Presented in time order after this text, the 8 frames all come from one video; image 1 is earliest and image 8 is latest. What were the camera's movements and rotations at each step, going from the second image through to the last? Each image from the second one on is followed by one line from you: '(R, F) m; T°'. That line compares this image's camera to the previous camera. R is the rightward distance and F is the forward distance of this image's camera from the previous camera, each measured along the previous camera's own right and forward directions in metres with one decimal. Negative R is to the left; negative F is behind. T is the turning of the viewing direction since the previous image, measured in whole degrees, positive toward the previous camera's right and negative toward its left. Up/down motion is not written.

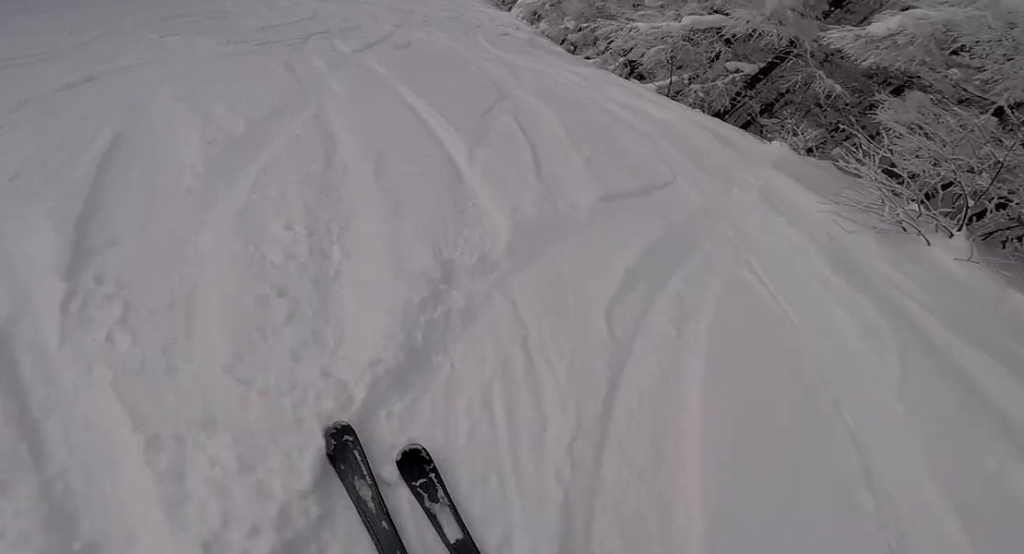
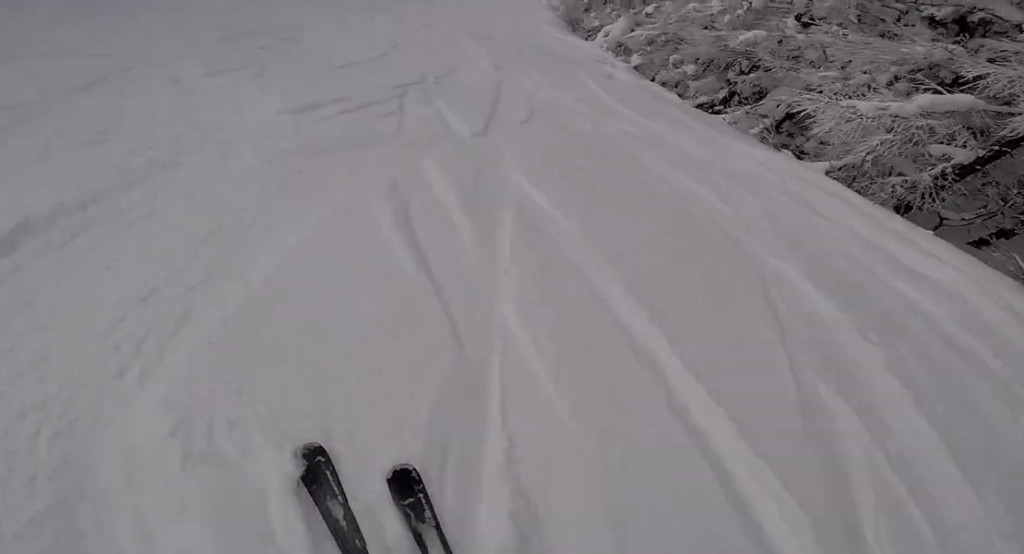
(-0.5, +3.5) m; -8°
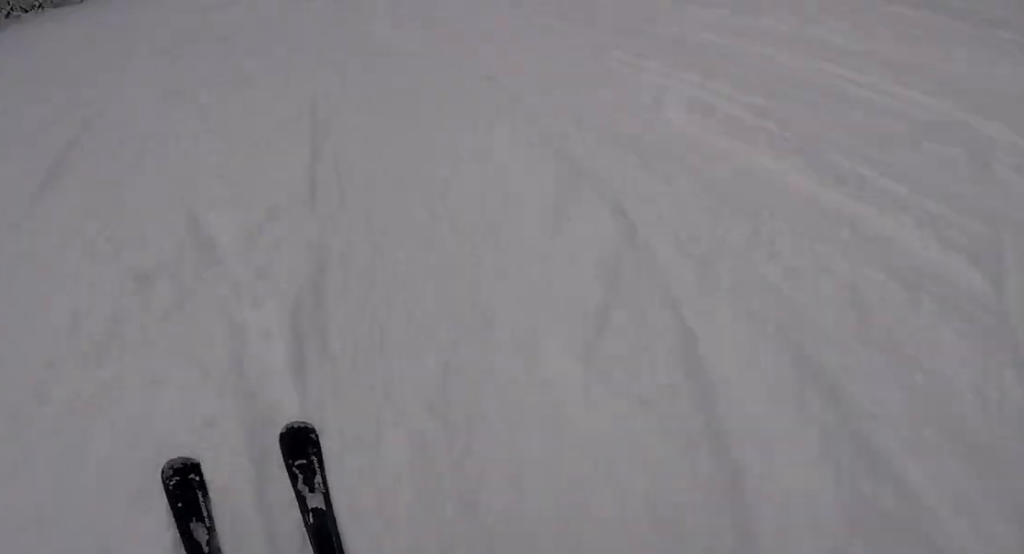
(-3.4, +15.0) m; -9°
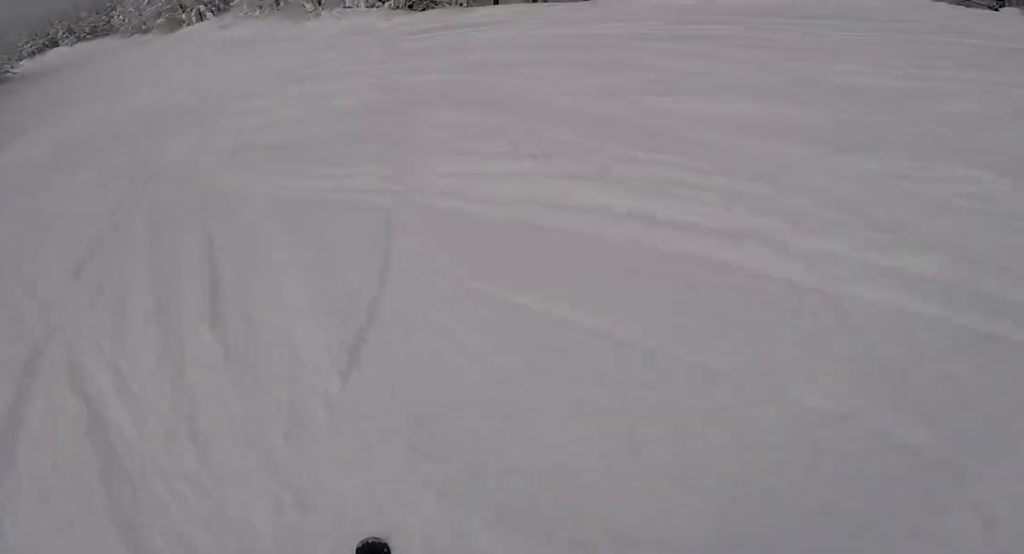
(+3.6, +13.6) m; +29°
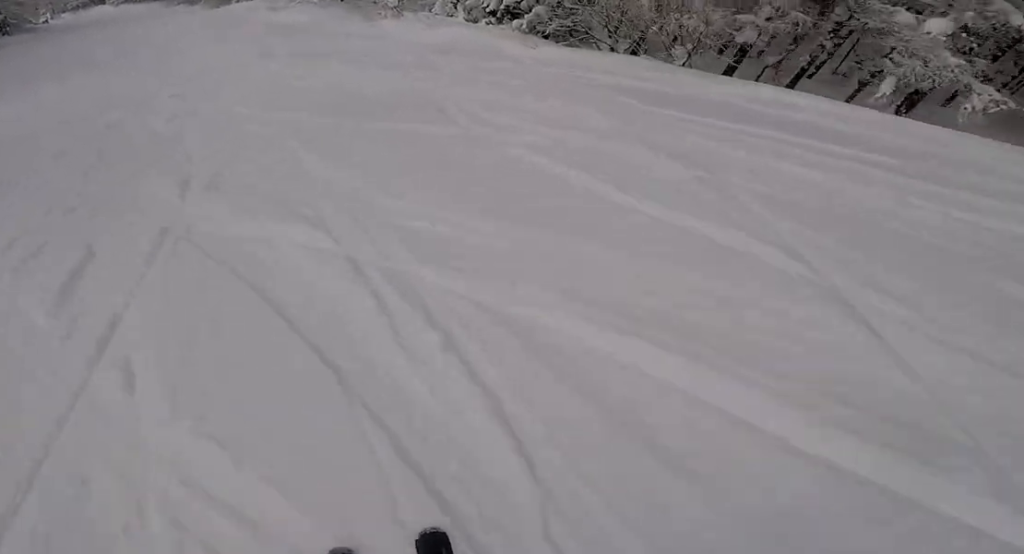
(+1.4, +9.2) m; +10°
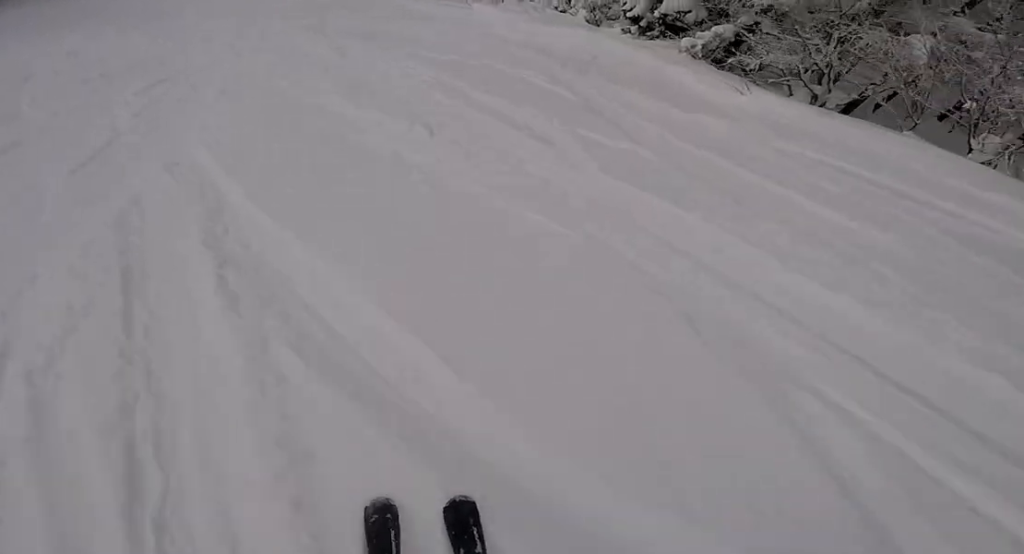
(+0.5, +5.1) m; +1°
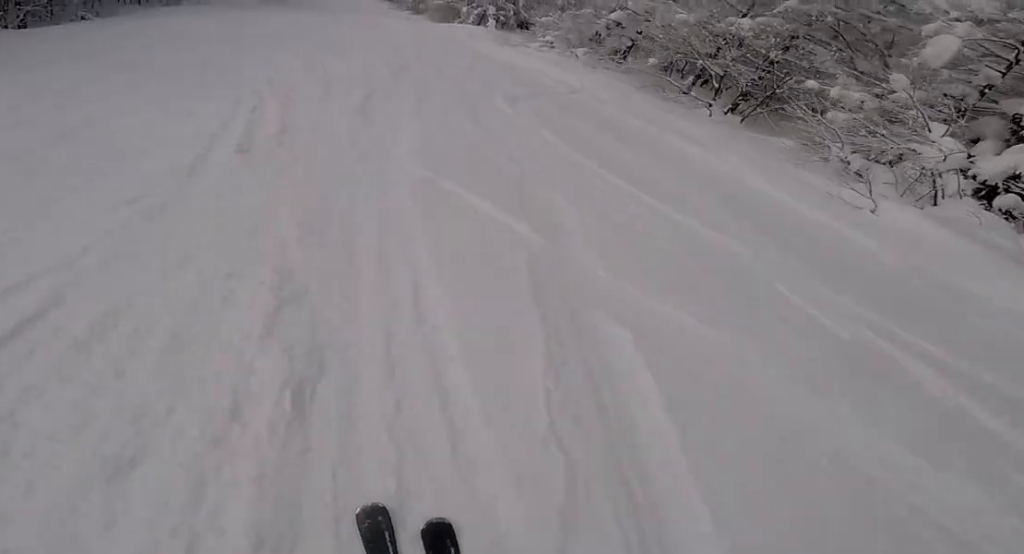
(-0.5, +11.7) m; -9°
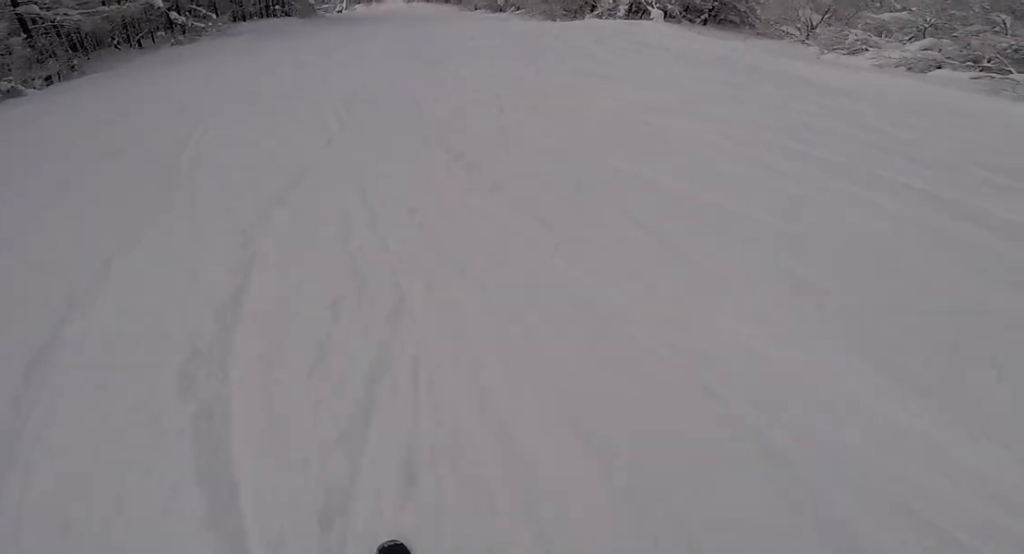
(-3.6, +18.7) m; -18°
